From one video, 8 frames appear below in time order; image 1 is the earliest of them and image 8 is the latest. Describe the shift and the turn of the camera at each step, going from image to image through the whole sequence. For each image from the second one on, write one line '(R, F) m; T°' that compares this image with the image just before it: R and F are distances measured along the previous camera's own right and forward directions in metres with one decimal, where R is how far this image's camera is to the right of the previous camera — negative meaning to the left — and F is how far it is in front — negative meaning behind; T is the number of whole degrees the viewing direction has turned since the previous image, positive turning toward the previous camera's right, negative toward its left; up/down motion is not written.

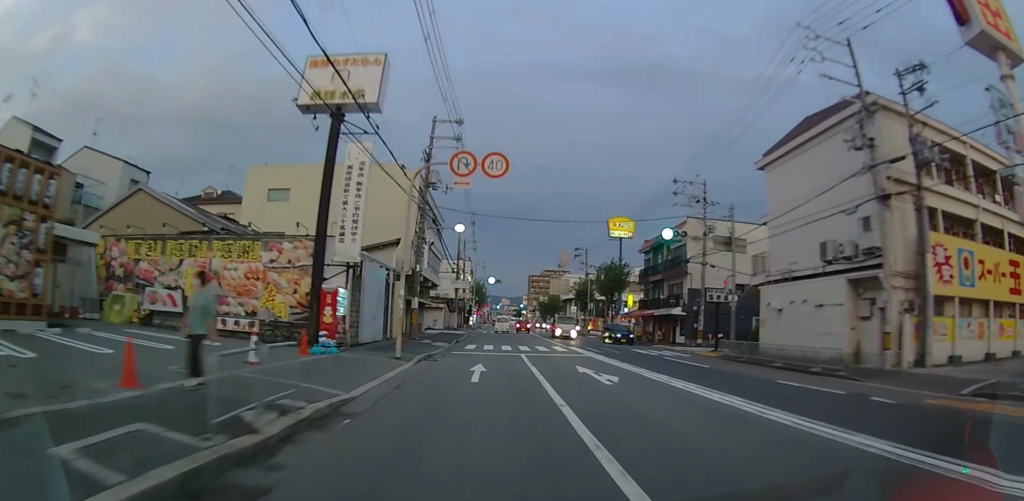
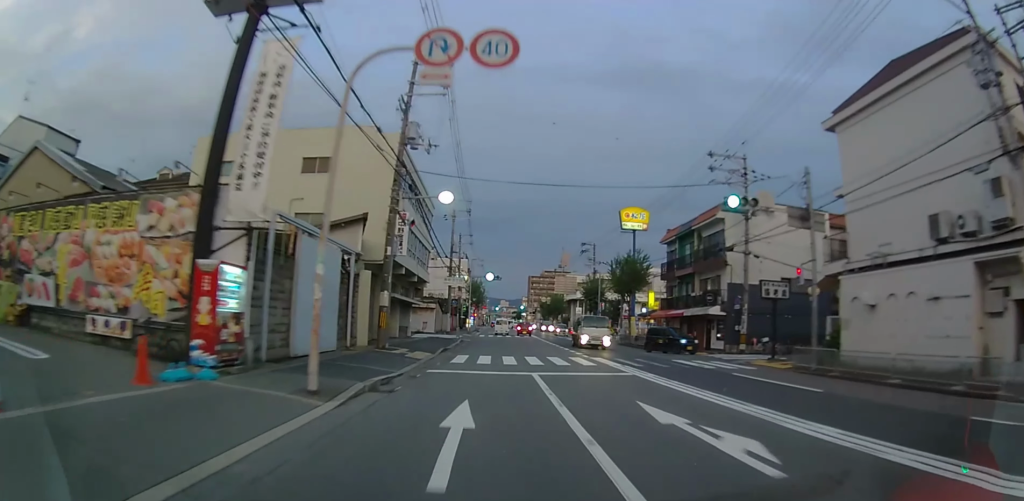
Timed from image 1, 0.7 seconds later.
(-0.1, +7.3) m; -1°
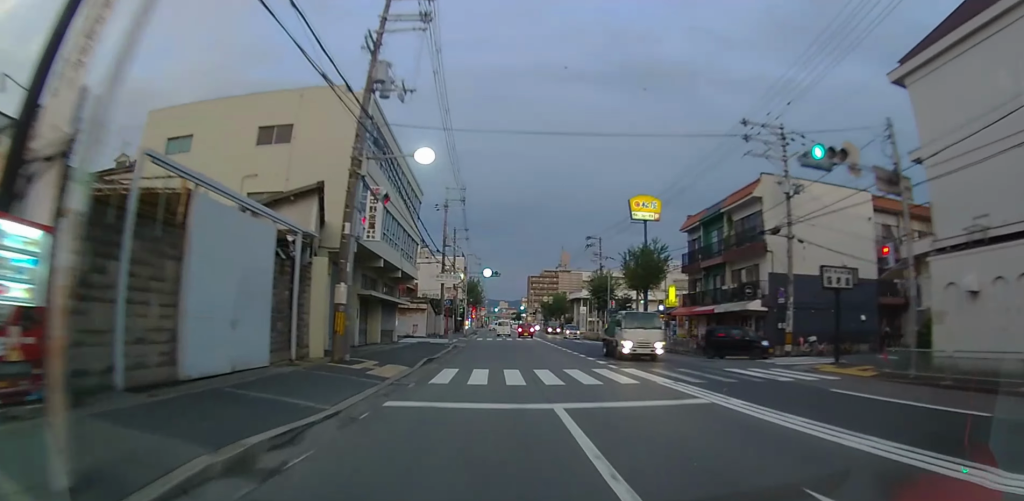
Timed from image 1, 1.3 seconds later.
(0.0, +5.7) m; 0°
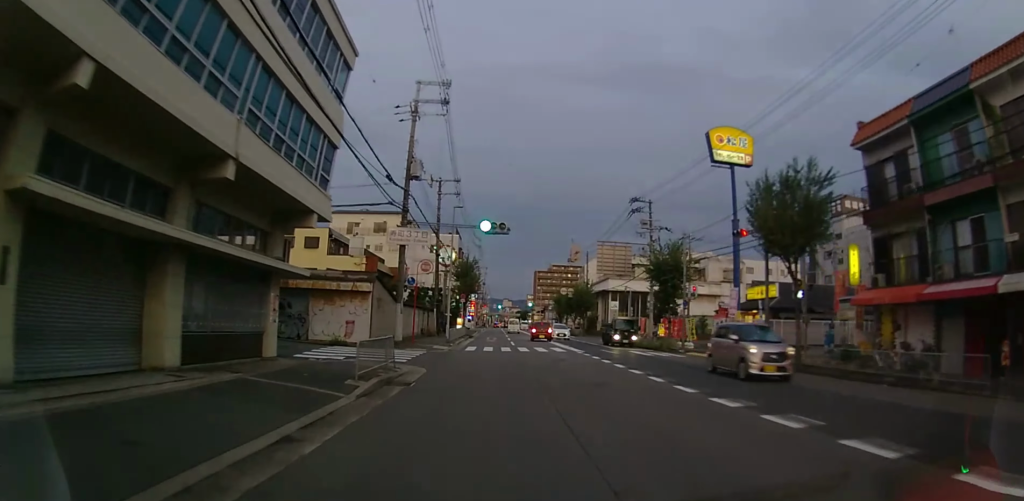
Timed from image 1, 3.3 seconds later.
(0.0, +20.8) m; 0°
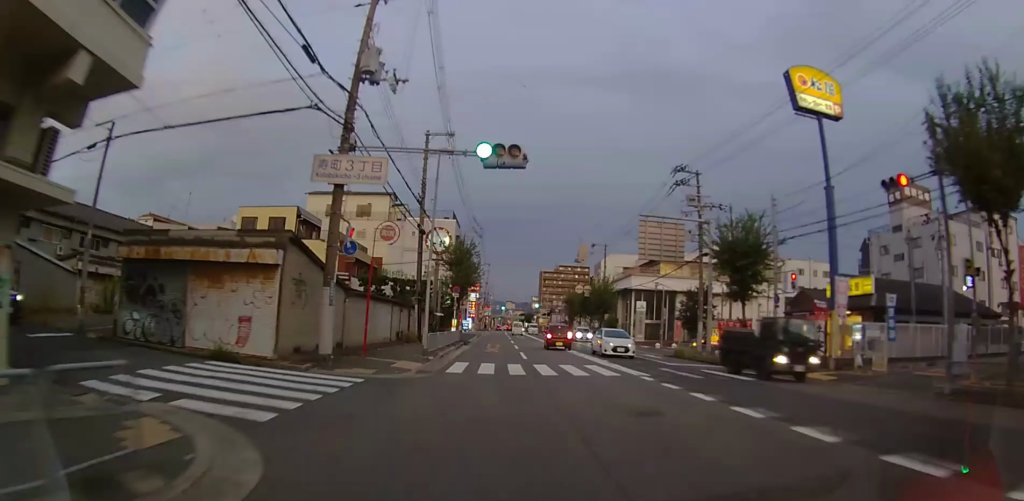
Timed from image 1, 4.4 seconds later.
(0.0, +11.0) m; 0°
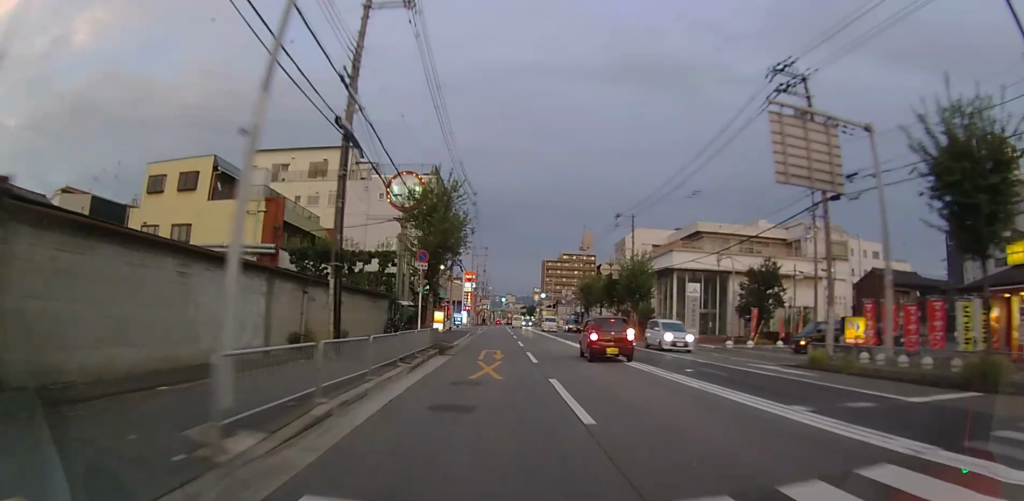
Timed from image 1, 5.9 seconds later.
(0.0, +15.0) m; -2°
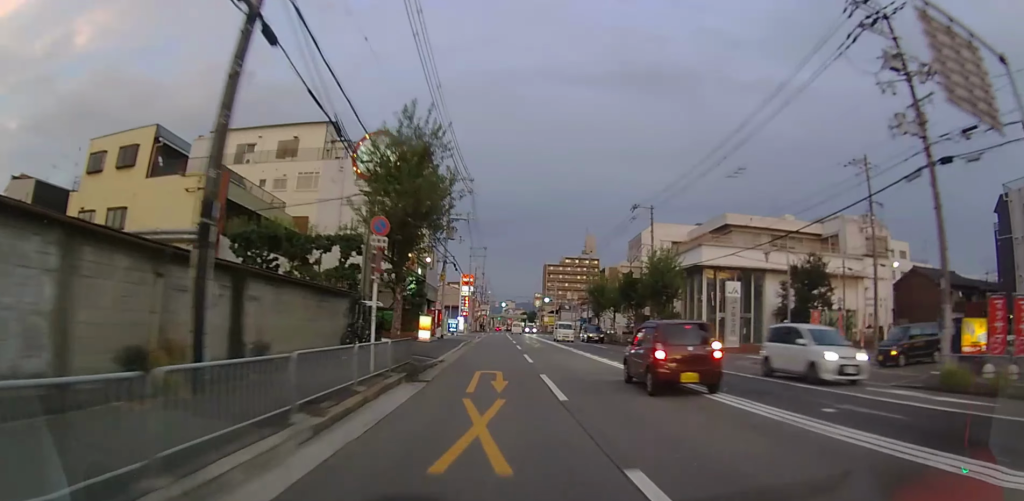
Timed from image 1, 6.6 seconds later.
(-0.2, +7.1) m; -1°
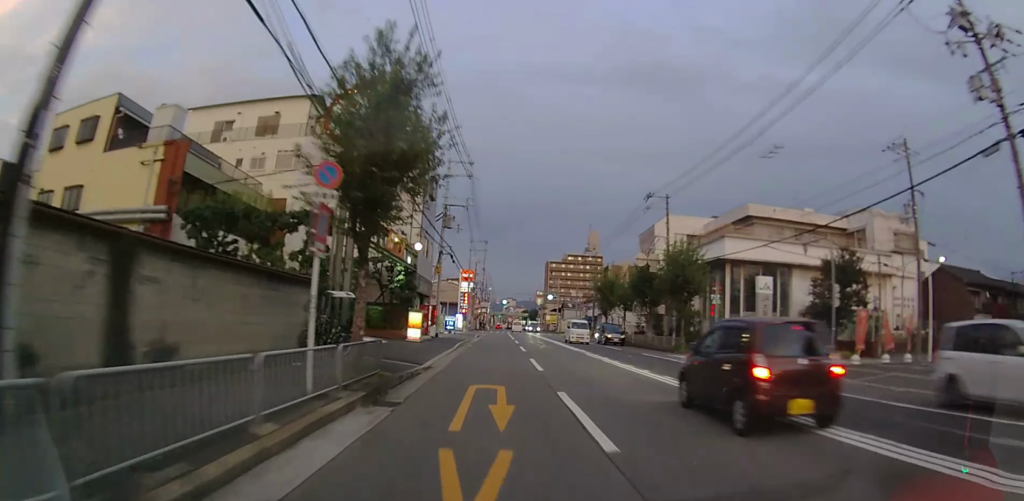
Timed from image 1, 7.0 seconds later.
(0.0, +4.1) m; 0°
